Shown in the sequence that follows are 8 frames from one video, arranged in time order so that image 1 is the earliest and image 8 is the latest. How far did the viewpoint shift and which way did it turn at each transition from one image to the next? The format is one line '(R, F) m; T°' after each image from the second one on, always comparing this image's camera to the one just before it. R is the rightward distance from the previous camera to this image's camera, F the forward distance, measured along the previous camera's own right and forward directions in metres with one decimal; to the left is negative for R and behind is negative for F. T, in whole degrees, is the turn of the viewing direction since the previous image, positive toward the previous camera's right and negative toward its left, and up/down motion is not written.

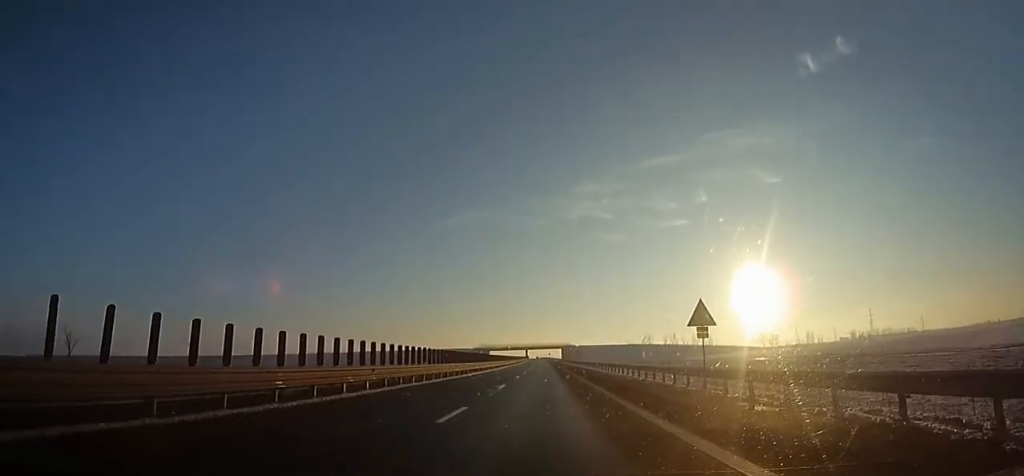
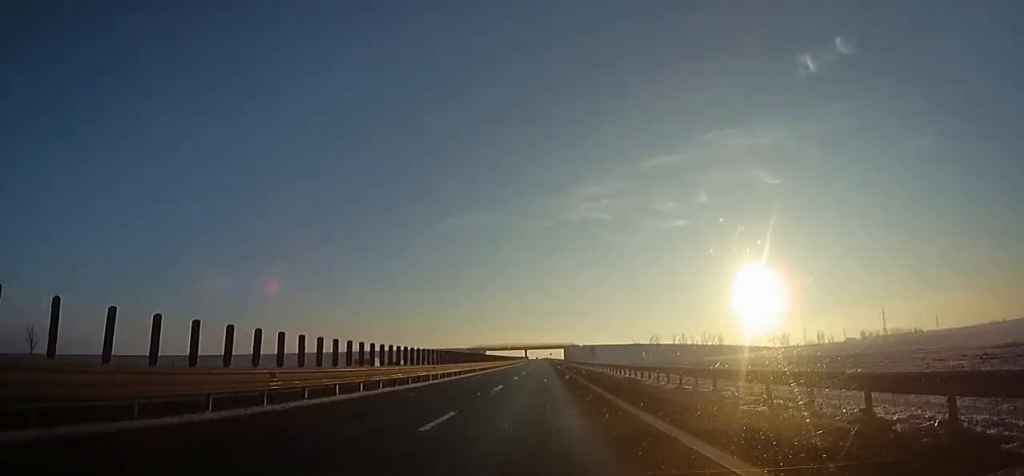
(+0.2, +25.3) m; 0°
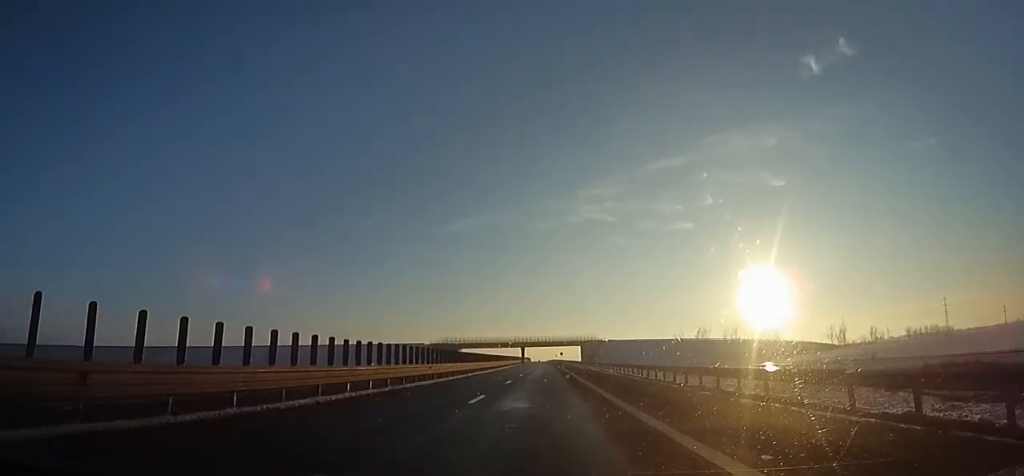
(-1.2, +103.3) m; -1°
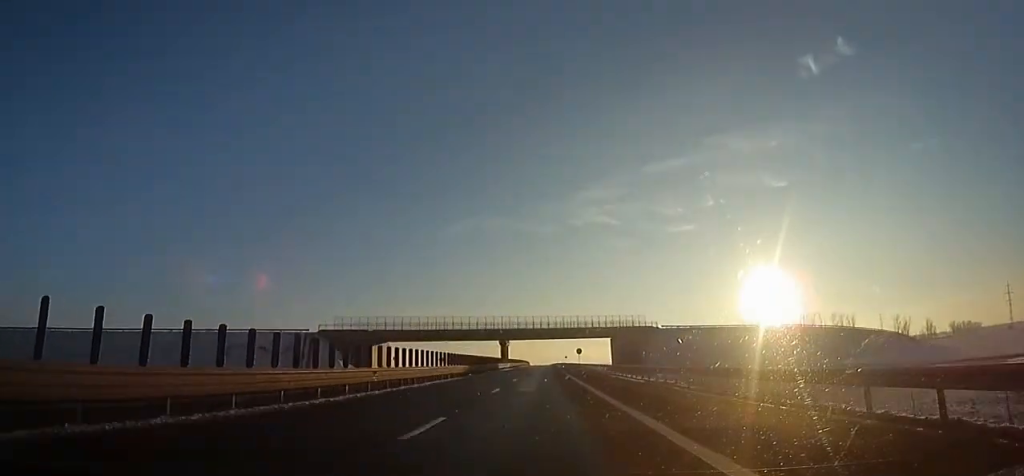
(0.0, +90.4) m; 0°
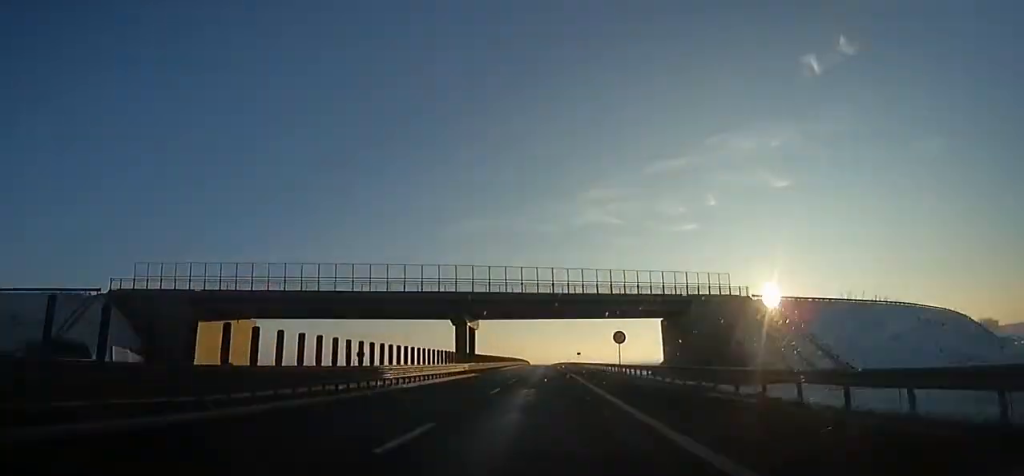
(-0.2, +49.1) m; 0°
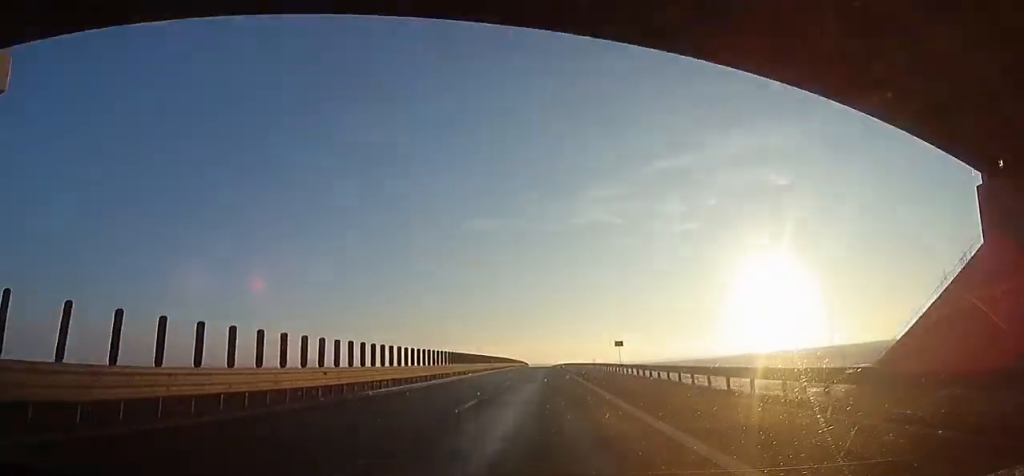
(-0.1, +51.1) m; -1°
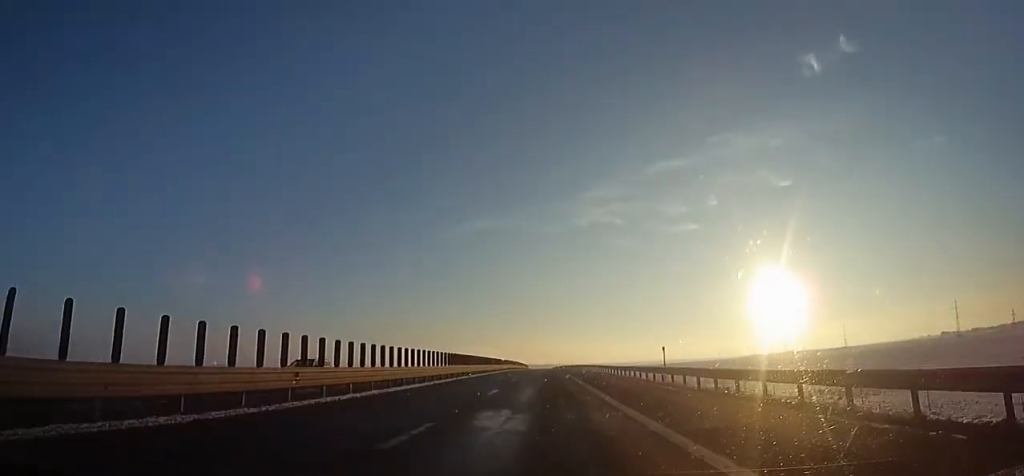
(-0.2, +40.7) m; 0°
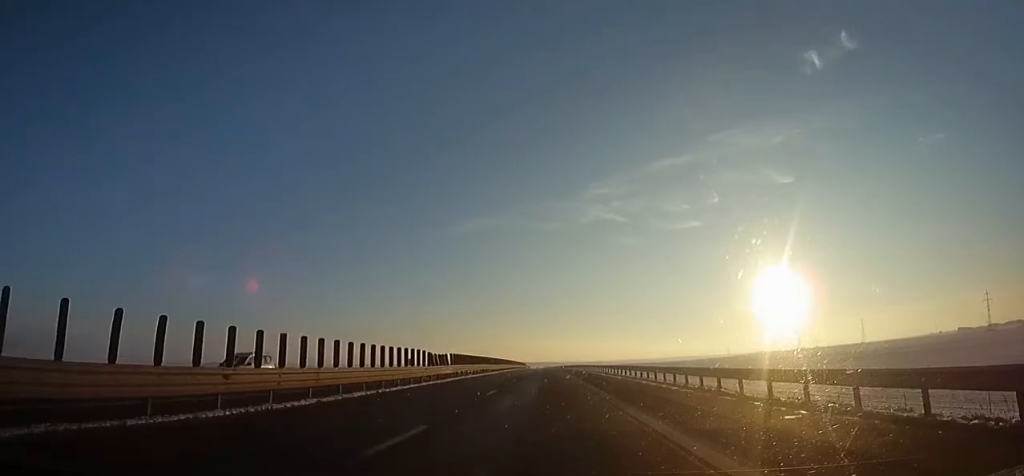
(-0.4, +48.0) m; -1°
